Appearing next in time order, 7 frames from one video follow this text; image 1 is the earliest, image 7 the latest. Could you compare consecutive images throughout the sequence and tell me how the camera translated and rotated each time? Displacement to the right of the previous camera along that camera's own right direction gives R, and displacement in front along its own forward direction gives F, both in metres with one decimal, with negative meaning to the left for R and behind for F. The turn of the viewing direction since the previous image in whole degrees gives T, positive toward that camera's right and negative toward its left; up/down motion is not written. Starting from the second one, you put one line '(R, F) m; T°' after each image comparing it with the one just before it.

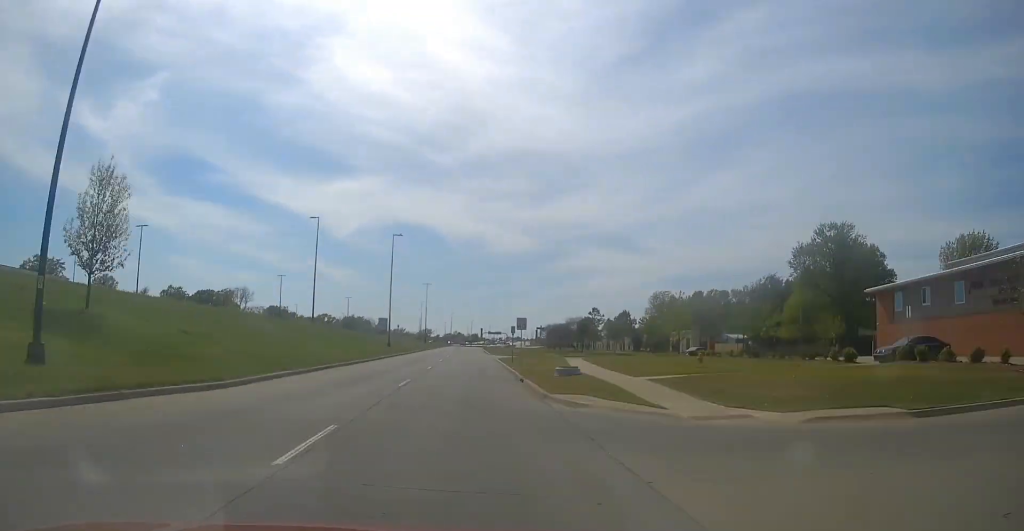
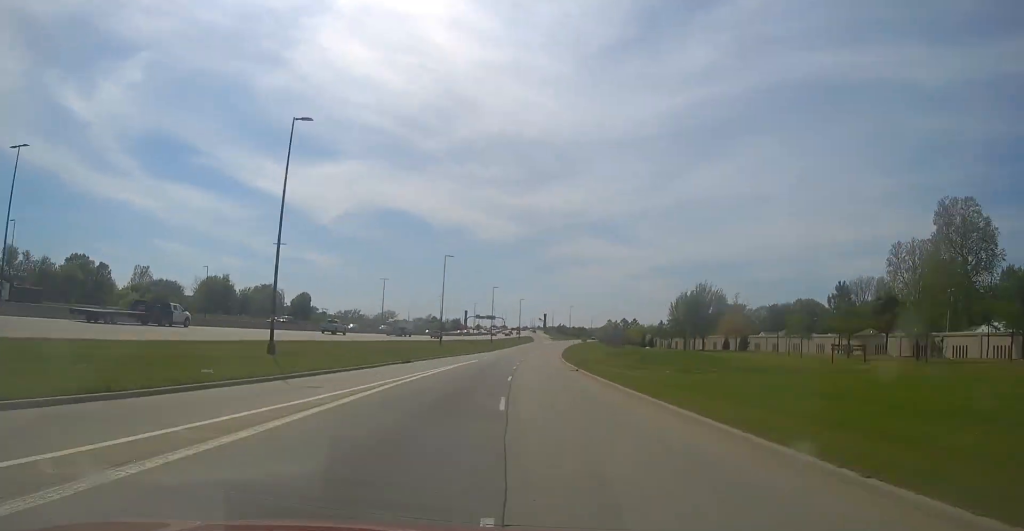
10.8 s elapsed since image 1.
(+4.3, +224.8) m; +3°
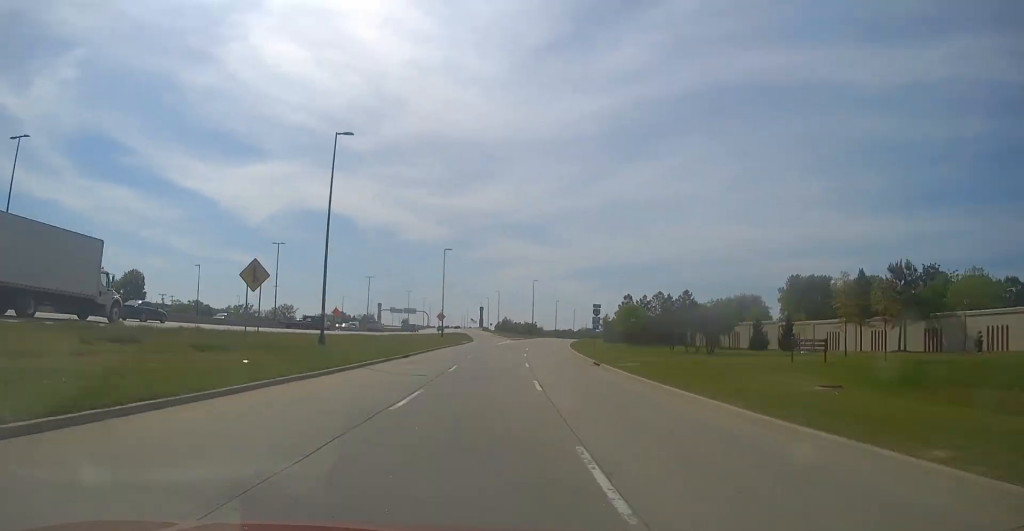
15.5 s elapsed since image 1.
(+3.8, +115.4) m; 0°
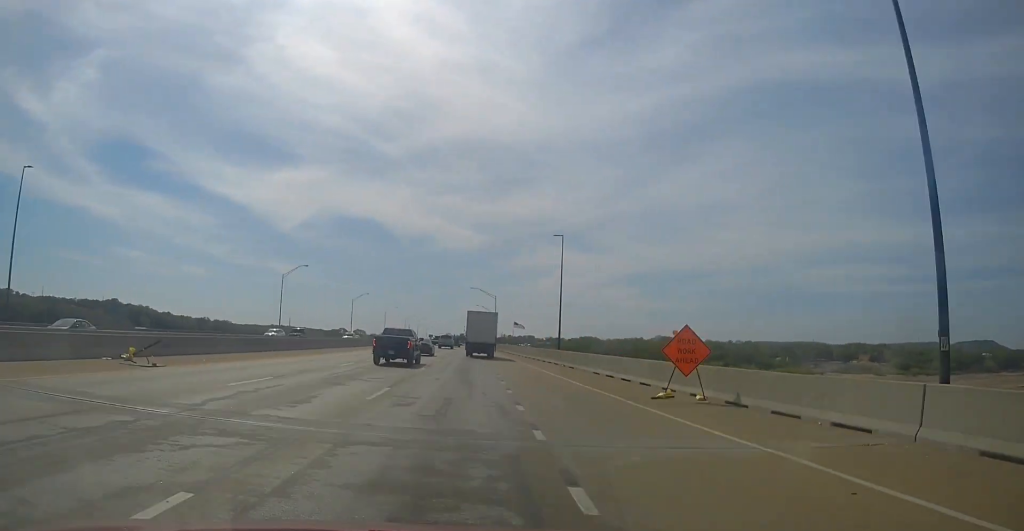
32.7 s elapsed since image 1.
(-1.6, +487.9) m; -1°
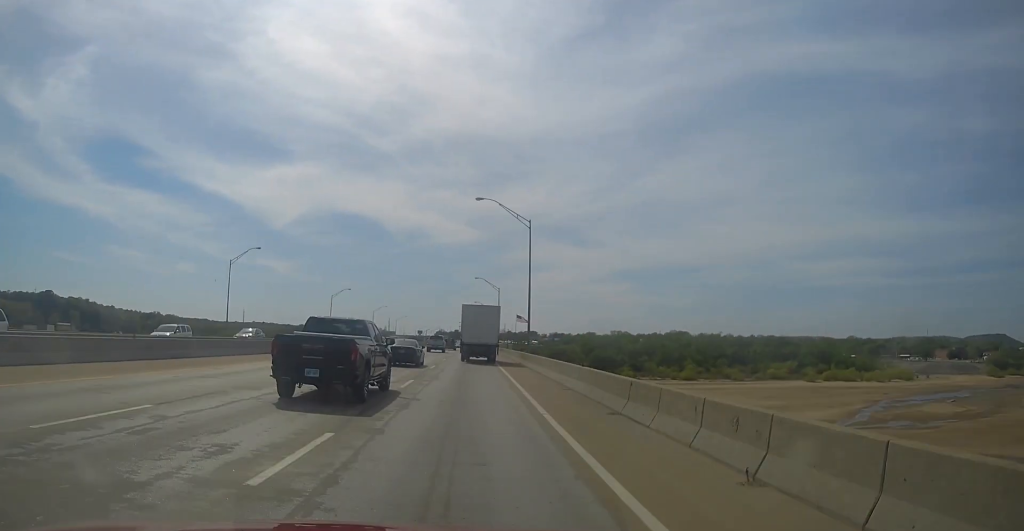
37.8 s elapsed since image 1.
(+0.7, +125.0) m; 0°
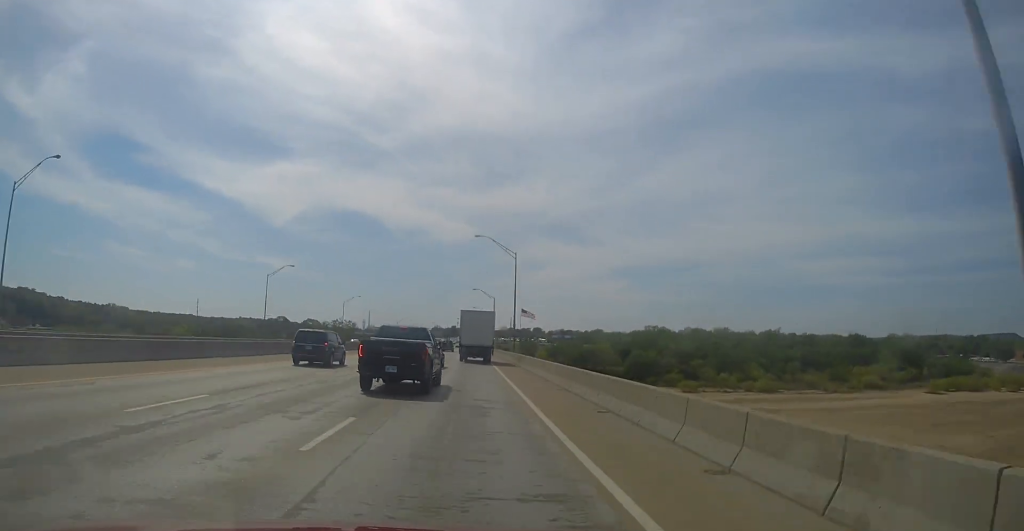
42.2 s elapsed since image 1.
(+0.3, +108.0) m; 0°
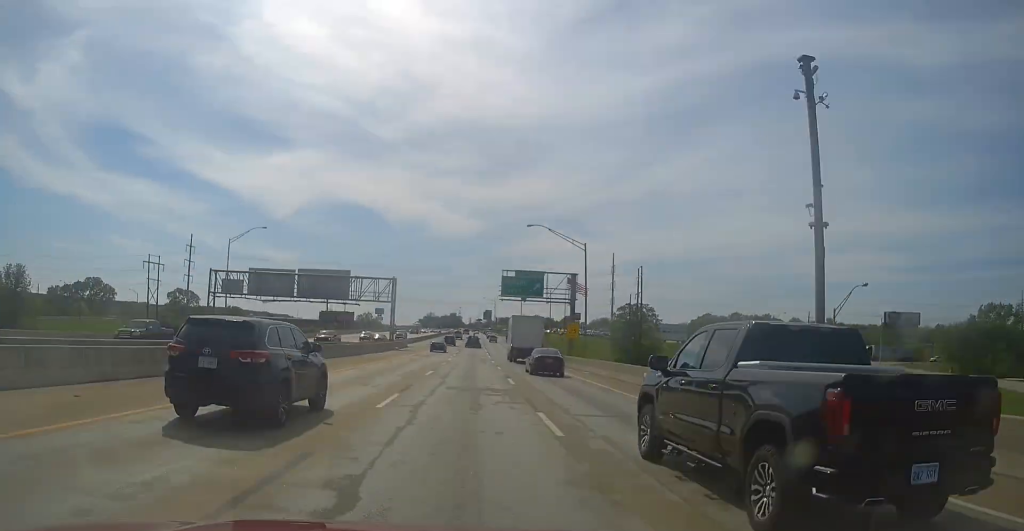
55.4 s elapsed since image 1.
(-0.5, +328.5) m; -1°
